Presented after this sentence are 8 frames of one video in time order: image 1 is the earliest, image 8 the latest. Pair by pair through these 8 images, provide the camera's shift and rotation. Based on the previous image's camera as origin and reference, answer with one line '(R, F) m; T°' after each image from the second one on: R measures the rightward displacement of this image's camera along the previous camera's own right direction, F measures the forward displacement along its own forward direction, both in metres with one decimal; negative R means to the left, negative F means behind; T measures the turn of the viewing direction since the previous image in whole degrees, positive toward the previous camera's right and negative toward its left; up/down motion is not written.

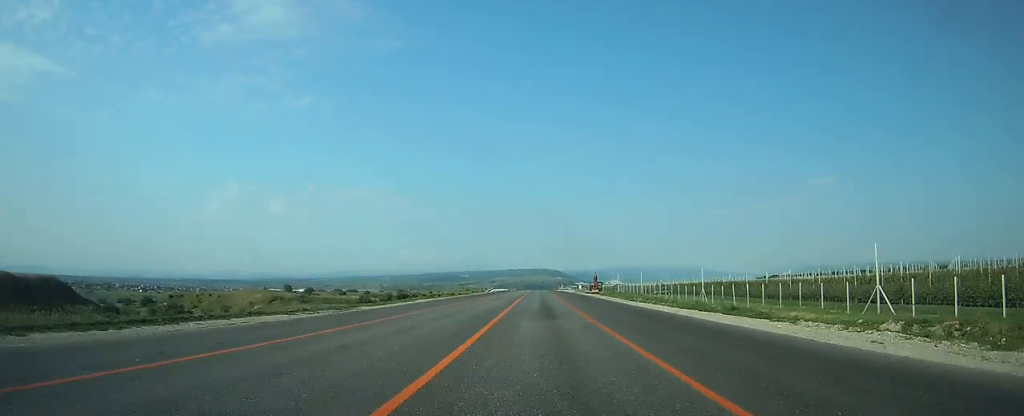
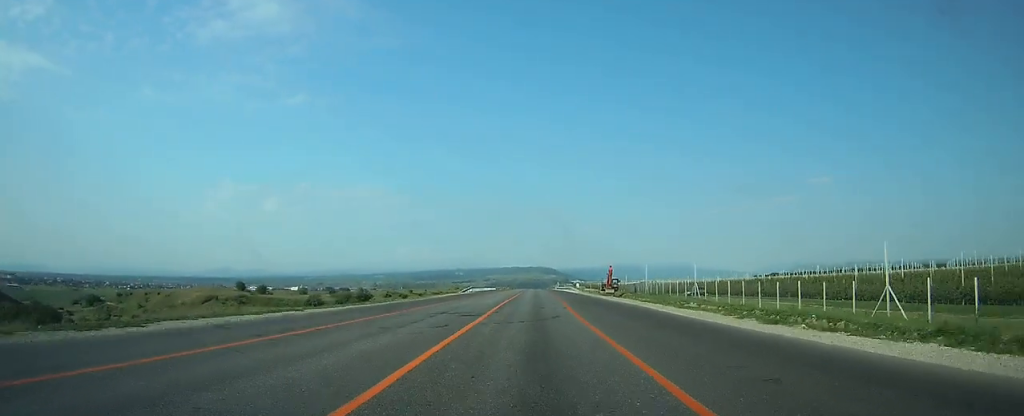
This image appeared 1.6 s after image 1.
(+0.1, +32.9) m; +1°
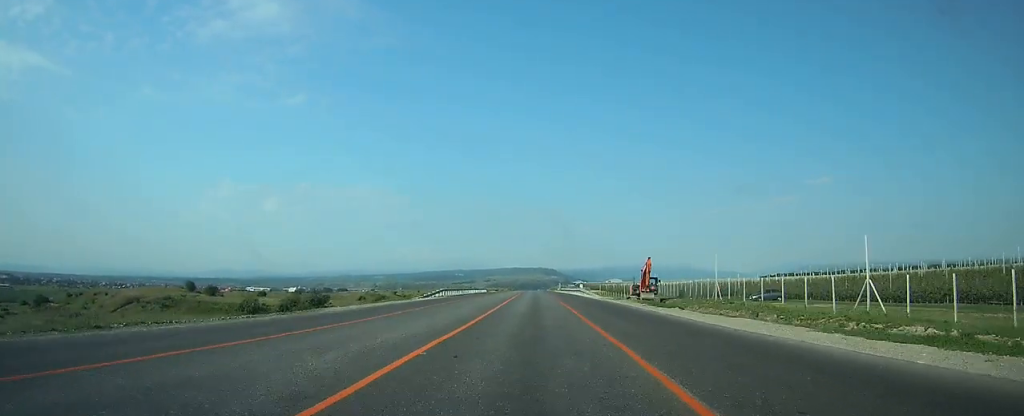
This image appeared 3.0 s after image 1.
(+0.1, +30.0) m; 0°
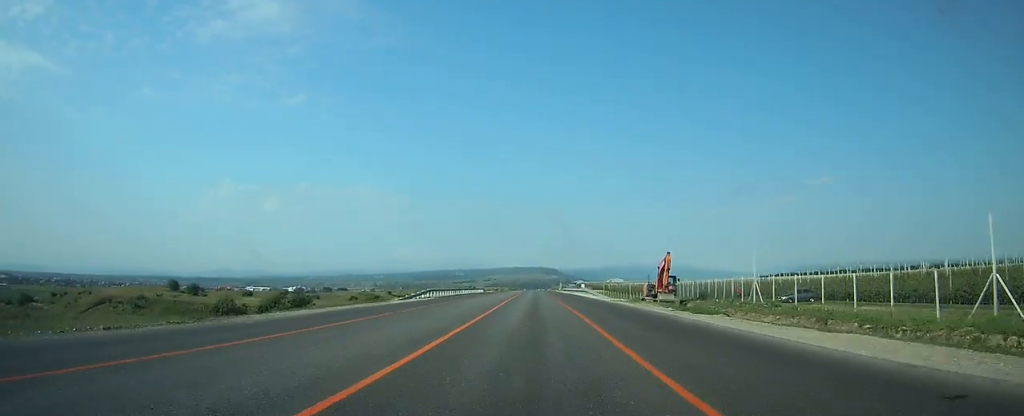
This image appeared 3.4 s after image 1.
(0.0, +8.4) m; 0°
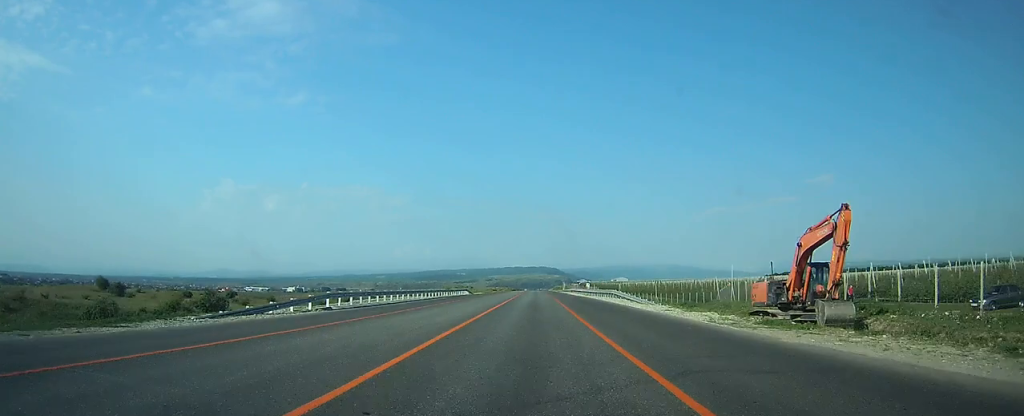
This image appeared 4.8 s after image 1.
(0.0, +29.3) m; 0°
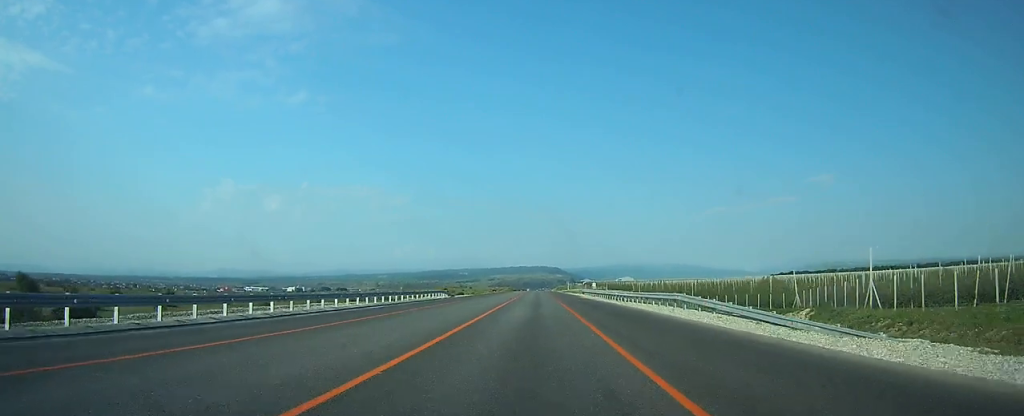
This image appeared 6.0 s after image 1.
(0.0, +25.1) m; 0°
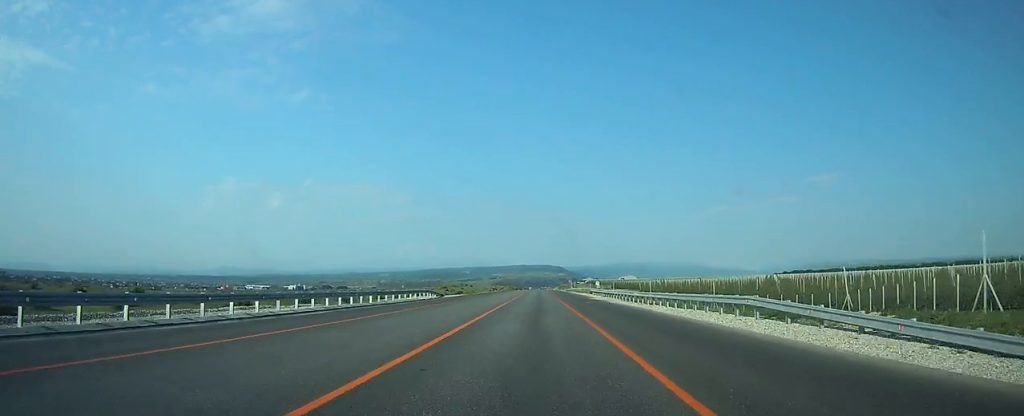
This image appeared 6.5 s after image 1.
(0.0, +9.7) m; 0°
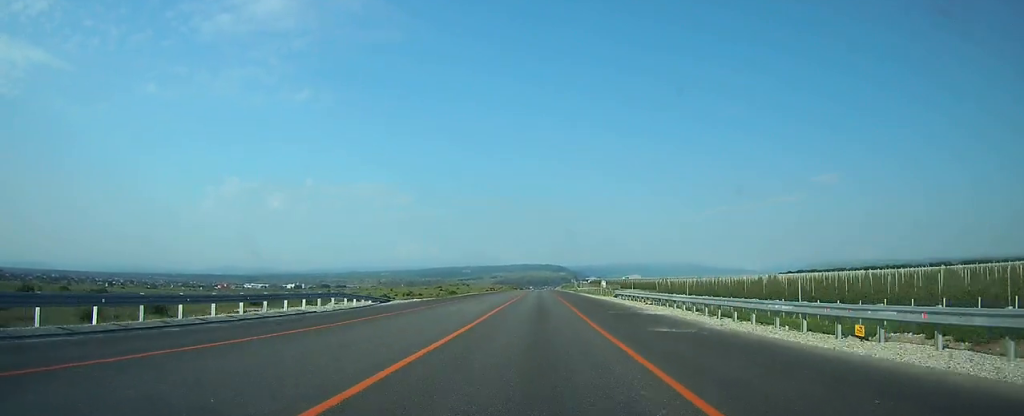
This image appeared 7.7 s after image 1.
(0.0, +25.7) m; 0°
